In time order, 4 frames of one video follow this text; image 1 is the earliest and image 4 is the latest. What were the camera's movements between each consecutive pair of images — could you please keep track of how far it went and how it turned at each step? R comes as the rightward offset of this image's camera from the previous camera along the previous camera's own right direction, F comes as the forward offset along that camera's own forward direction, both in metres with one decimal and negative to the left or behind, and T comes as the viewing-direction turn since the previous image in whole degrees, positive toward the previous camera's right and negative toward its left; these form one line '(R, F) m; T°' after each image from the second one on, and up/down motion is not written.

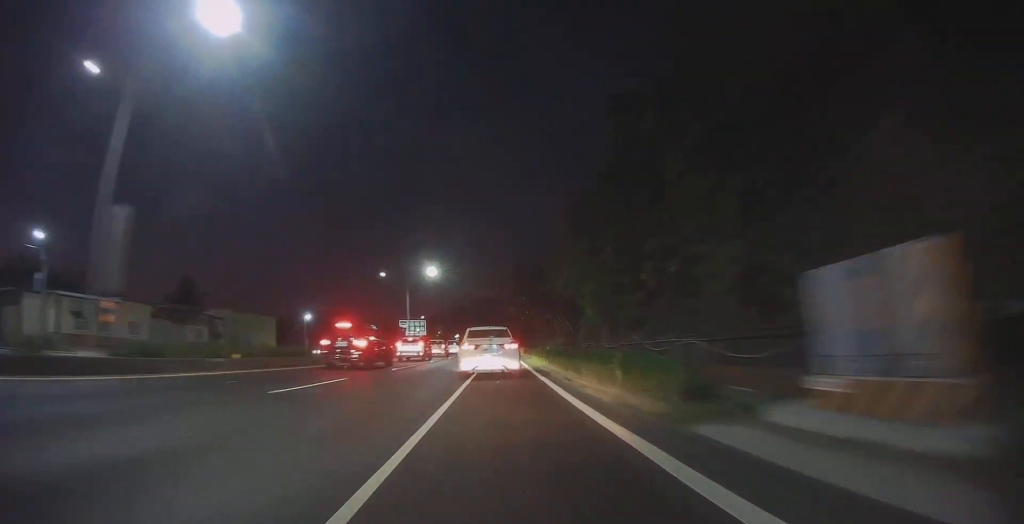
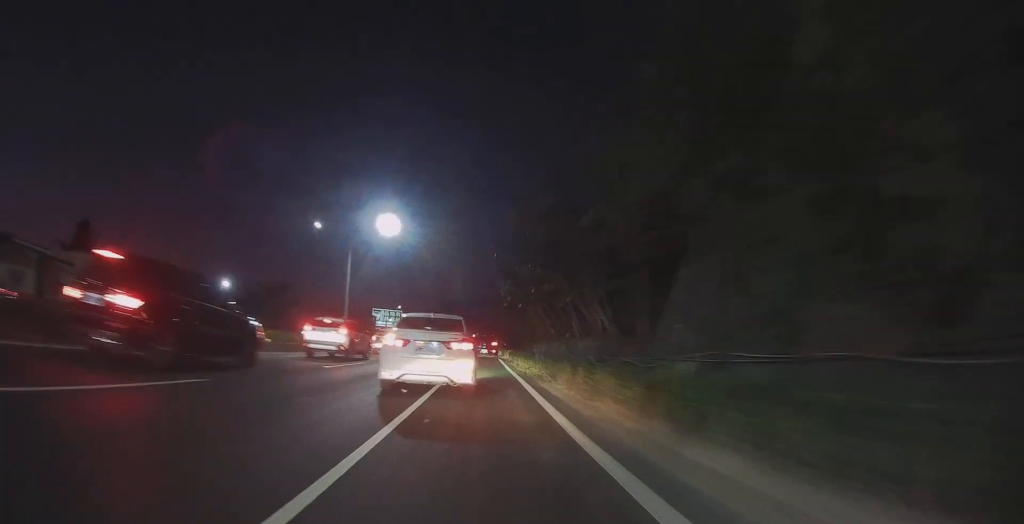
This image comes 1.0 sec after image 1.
(0.0, +16.2) m; 0°
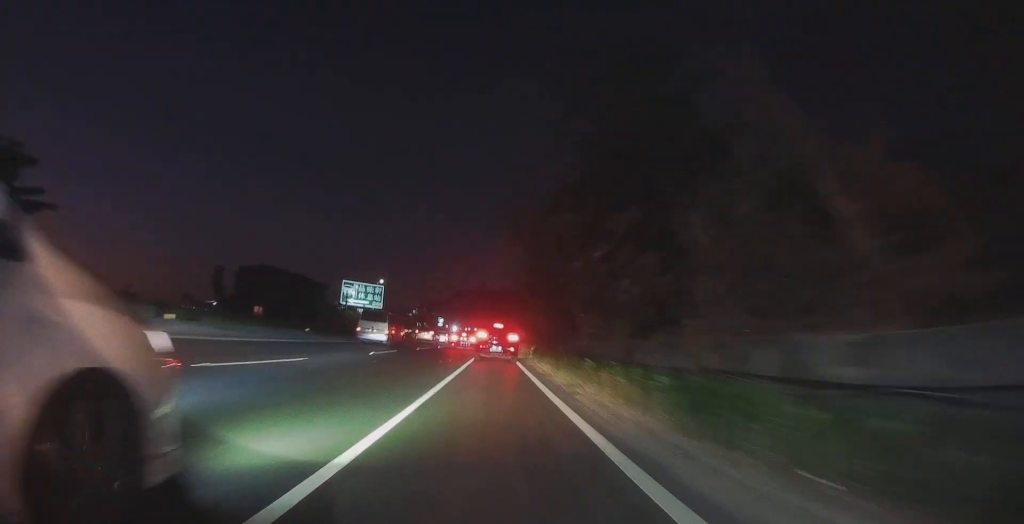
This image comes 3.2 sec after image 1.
(+0.1, +35.5) m; +1°
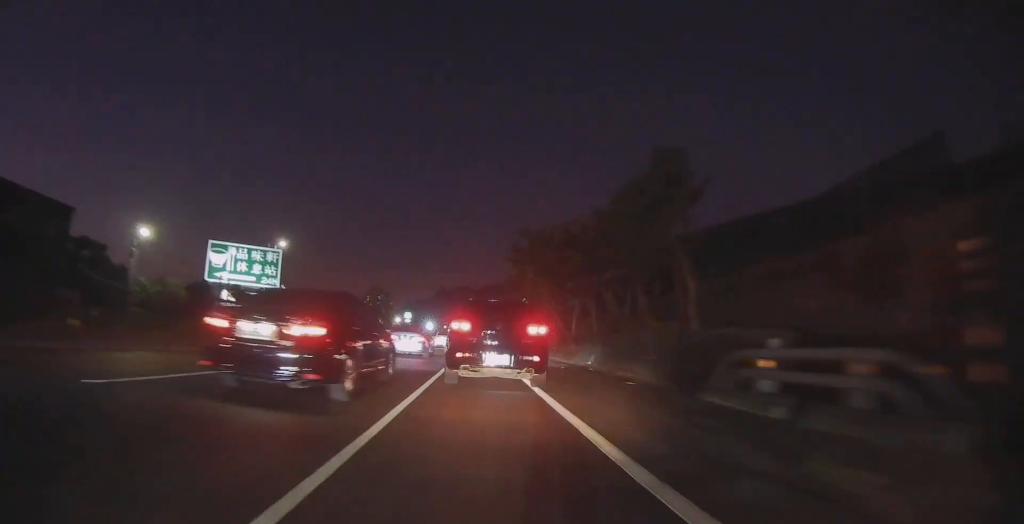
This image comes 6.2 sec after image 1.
(+0.3, +41.7) m; +1°
